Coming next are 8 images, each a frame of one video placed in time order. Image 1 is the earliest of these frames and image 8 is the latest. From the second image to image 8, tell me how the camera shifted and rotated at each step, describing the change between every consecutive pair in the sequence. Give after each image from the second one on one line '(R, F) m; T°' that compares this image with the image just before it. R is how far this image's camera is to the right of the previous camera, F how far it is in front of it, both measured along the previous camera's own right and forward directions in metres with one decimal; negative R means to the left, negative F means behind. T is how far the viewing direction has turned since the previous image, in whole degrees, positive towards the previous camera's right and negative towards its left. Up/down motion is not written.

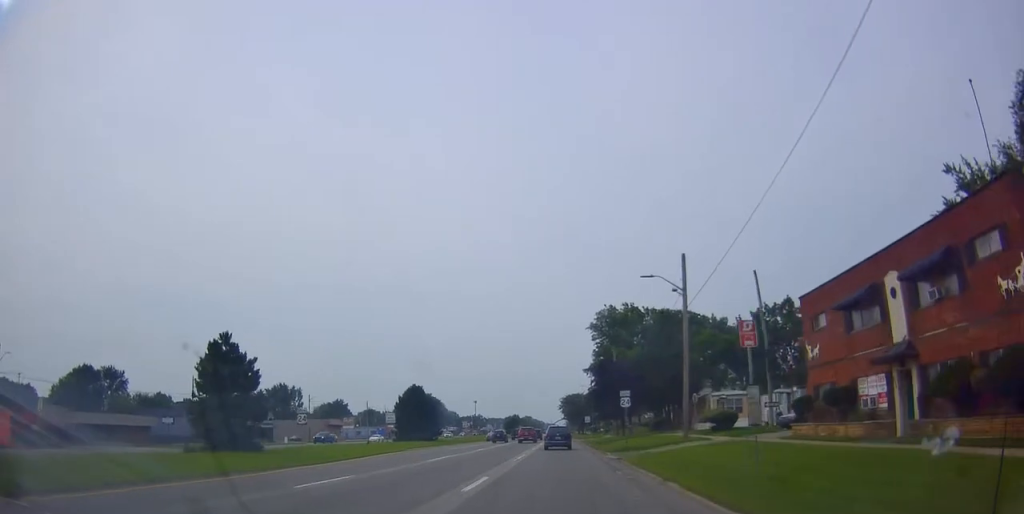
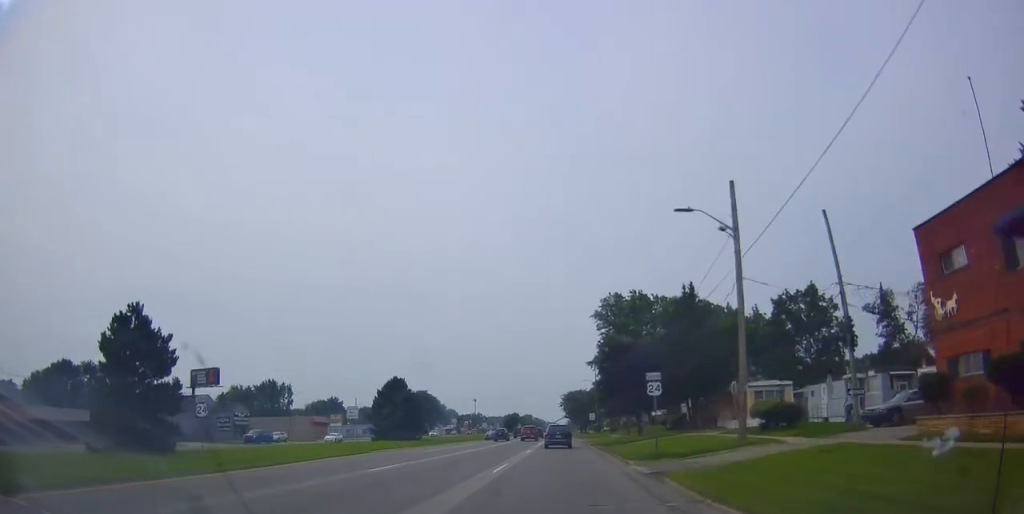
(+0.1, +10.5) m; +1°
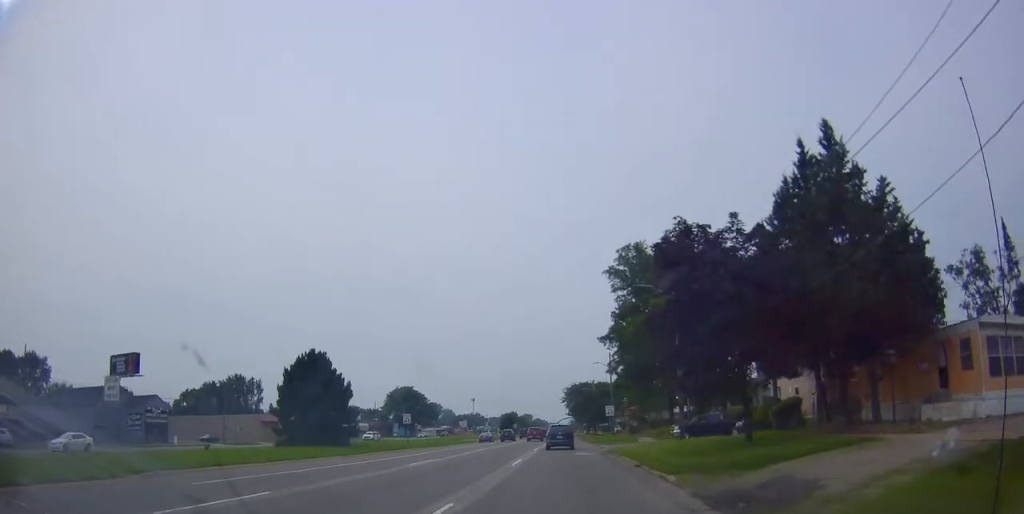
(0.0, +26.0) m; -2°
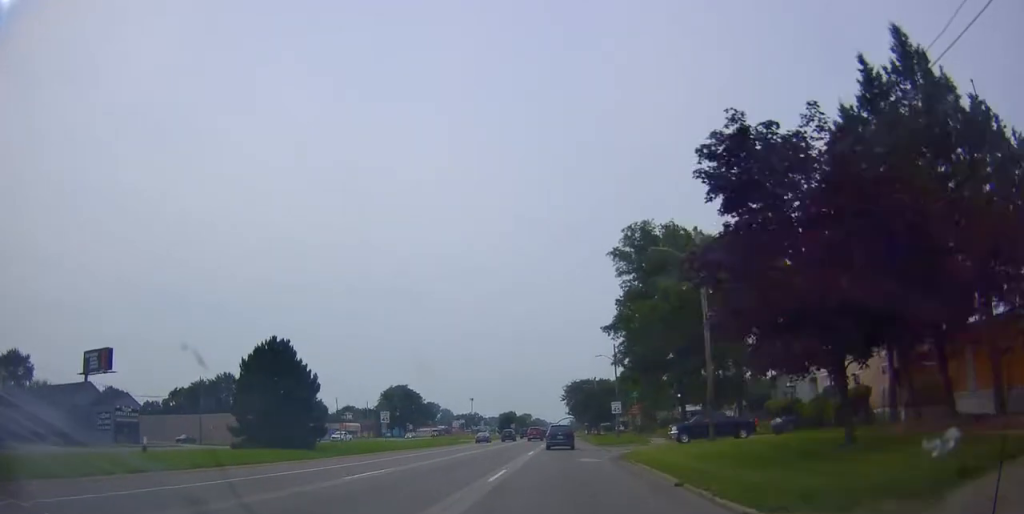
(-0.1, +6.9) m; 0°
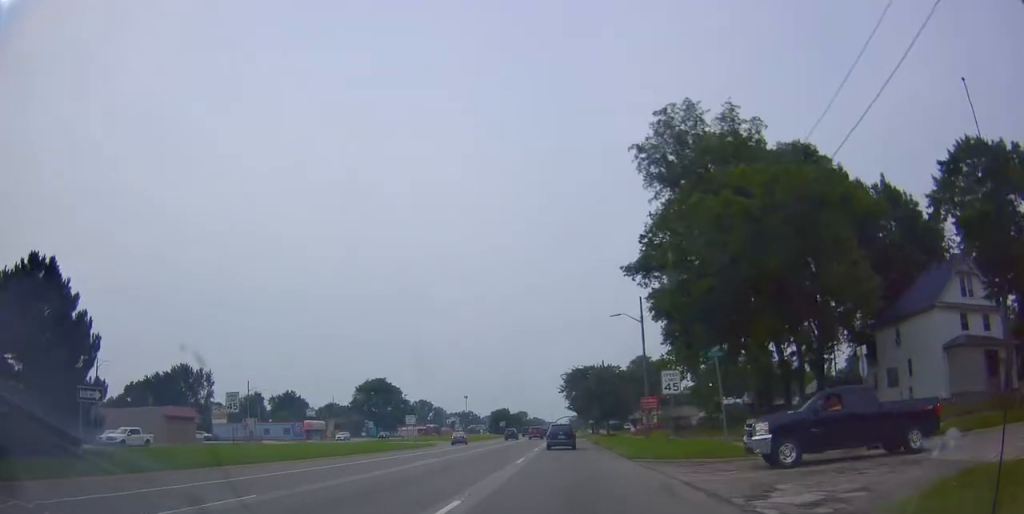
(-0.1, +24.1) m; +2°
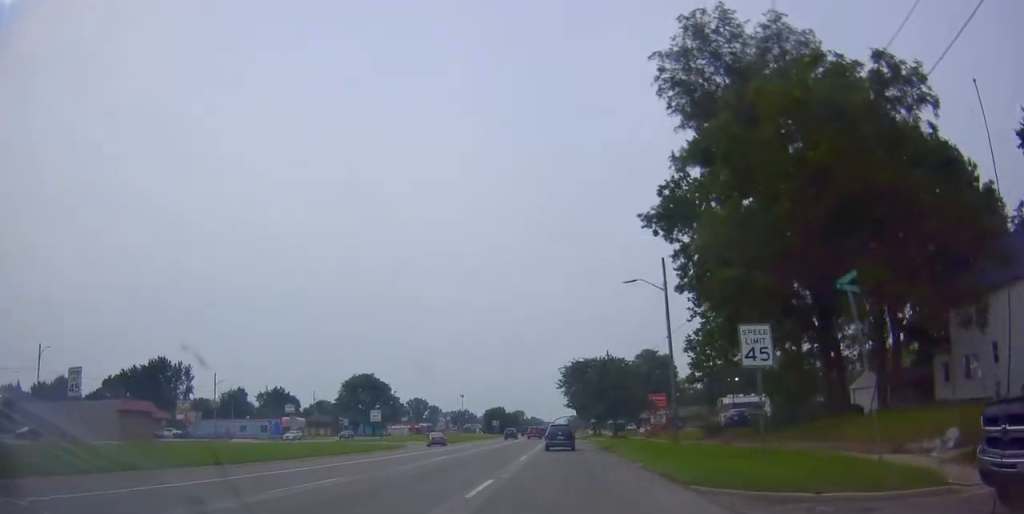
(+0.2, +10.7) m; +1°
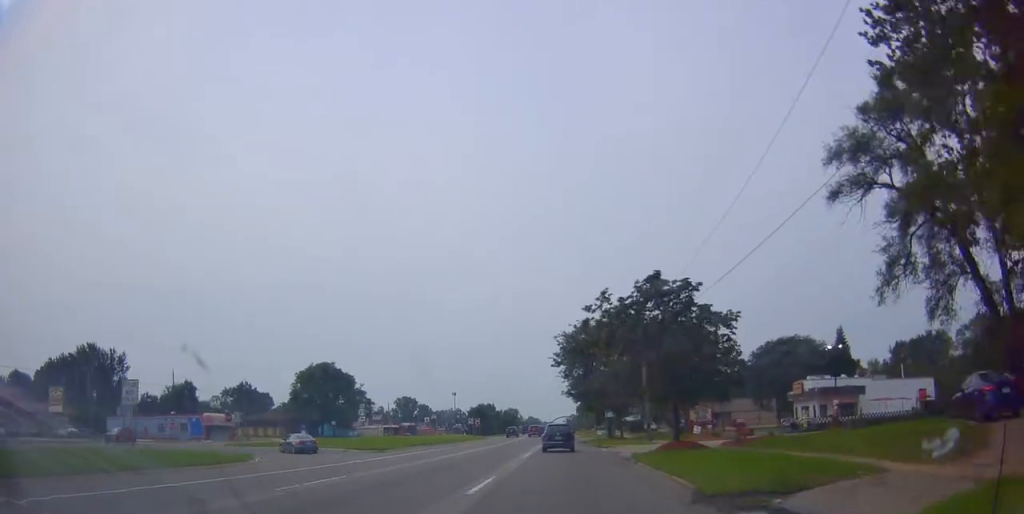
(0.0, +30.4) m; 0°
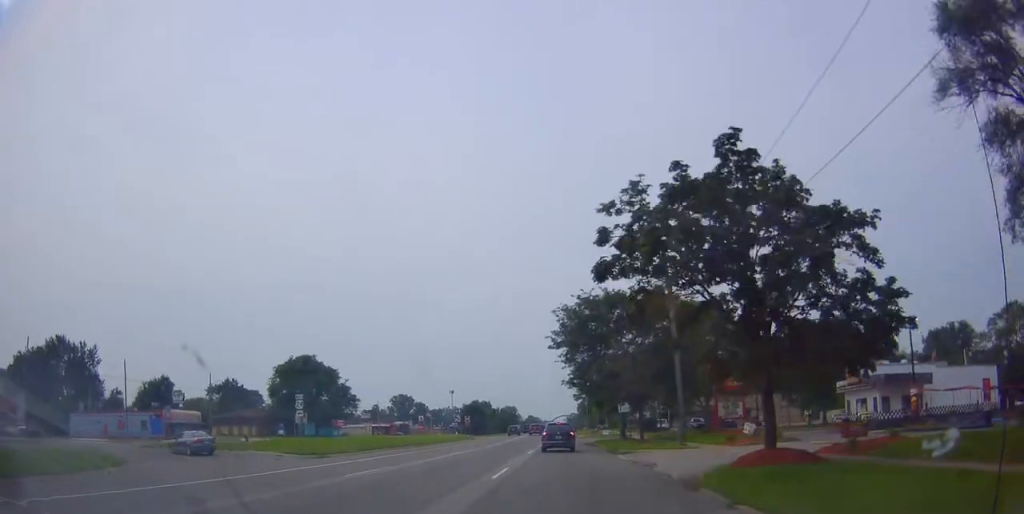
(0.0, +11.9) m; 0°
